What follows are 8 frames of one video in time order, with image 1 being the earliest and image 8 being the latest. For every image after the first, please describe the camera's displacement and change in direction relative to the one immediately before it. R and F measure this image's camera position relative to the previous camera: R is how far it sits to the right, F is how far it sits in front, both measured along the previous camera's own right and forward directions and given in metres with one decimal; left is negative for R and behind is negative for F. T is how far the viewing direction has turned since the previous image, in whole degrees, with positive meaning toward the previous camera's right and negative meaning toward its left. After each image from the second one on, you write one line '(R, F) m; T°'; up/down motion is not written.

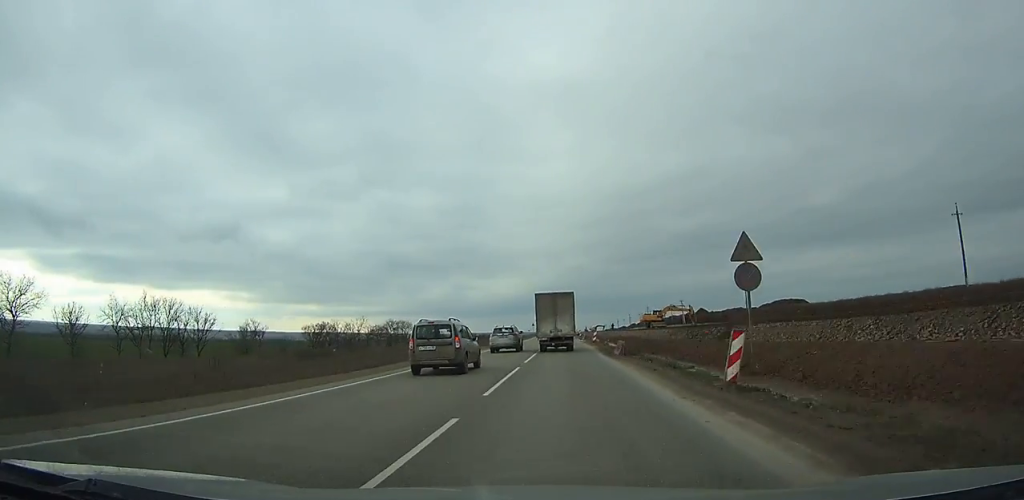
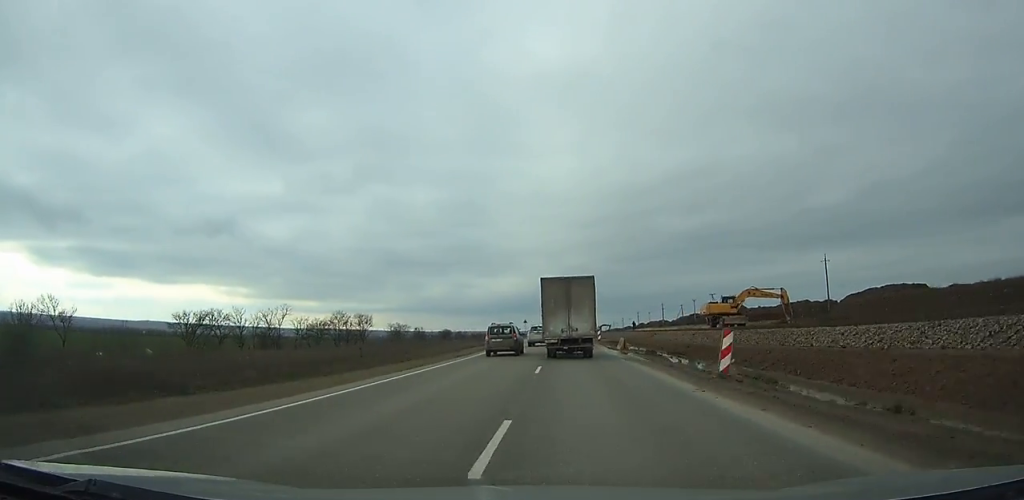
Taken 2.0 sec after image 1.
(+0.2, +40.9) m; 0°
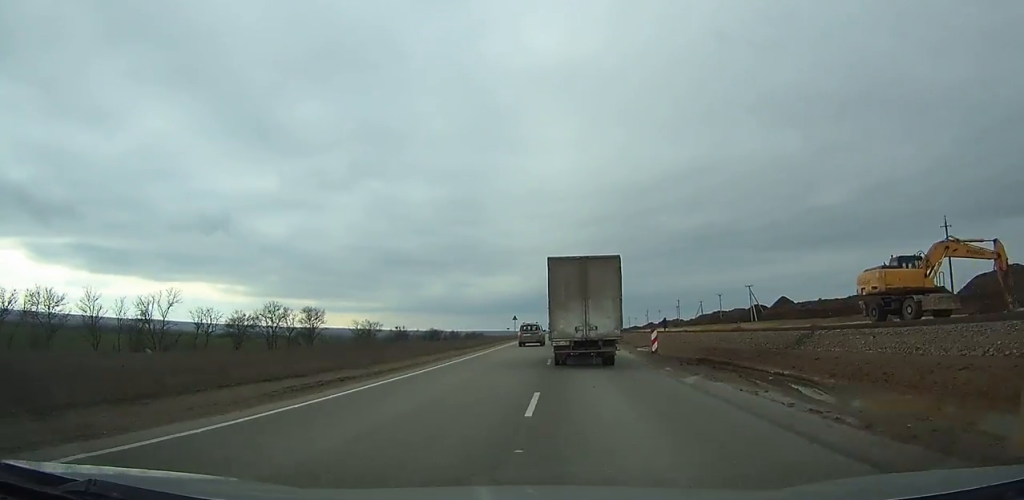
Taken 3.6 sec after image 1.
(0.0, +32.9) m; 0°
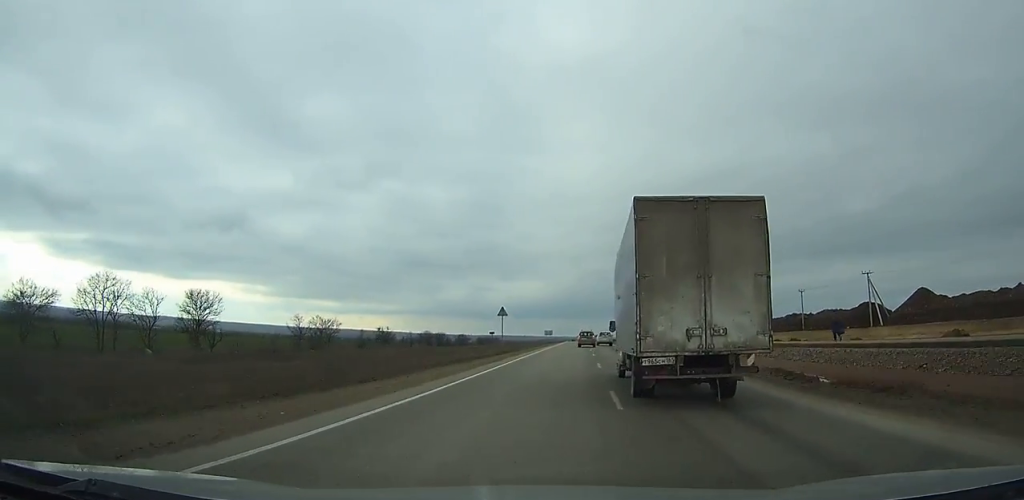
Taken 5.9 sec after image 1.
(-0.2, +49.3) m; +1°
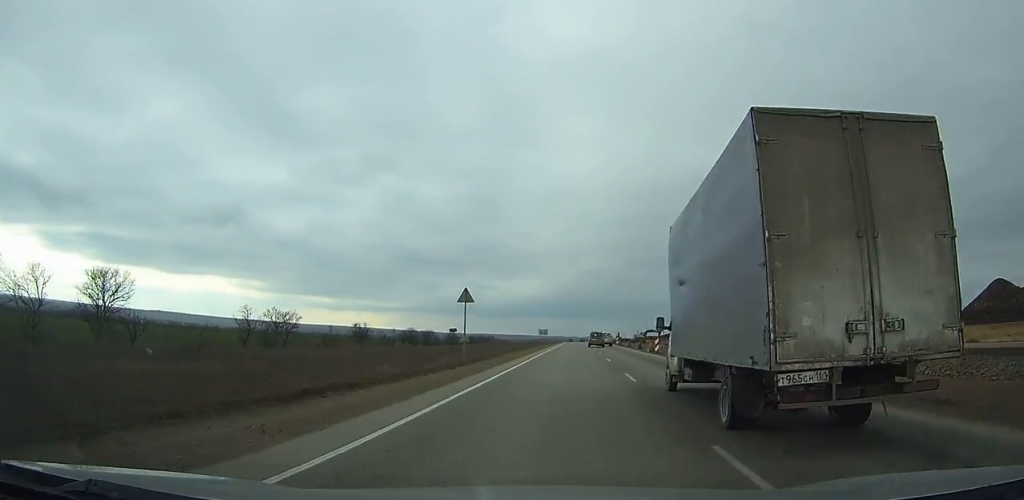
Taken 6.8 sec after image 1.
(+0.2, +19.2) m; +1°
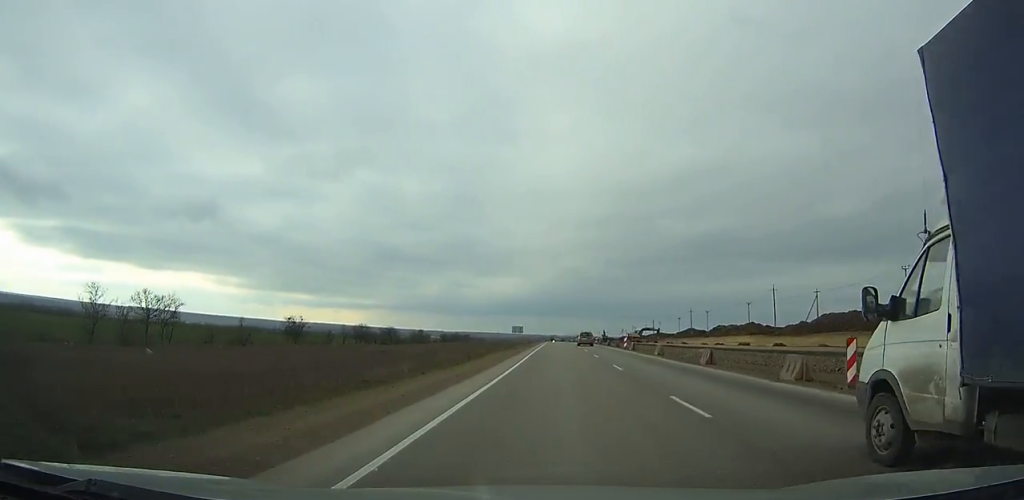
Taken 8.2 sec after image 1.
(+0.3, +31.3) m; +1°
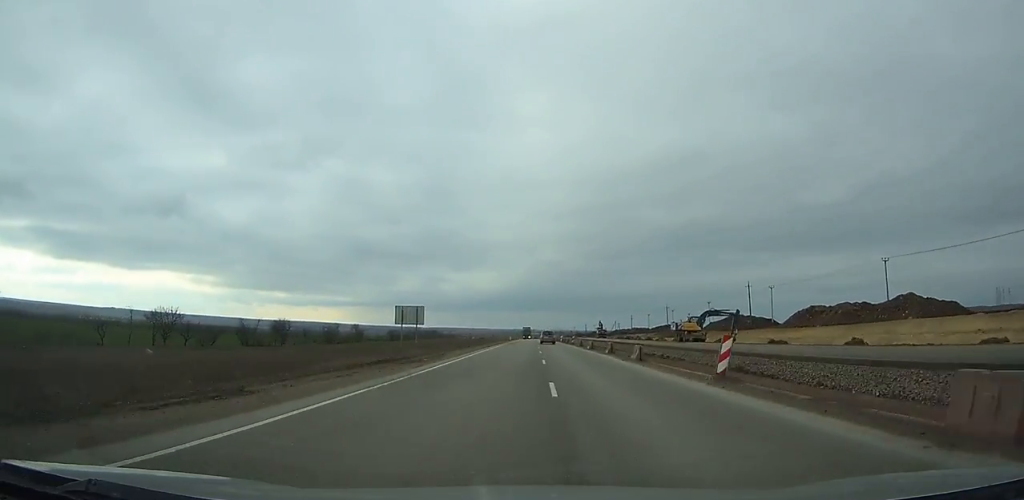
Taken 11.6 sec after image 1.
(+0.6, +80.3) m; 0°
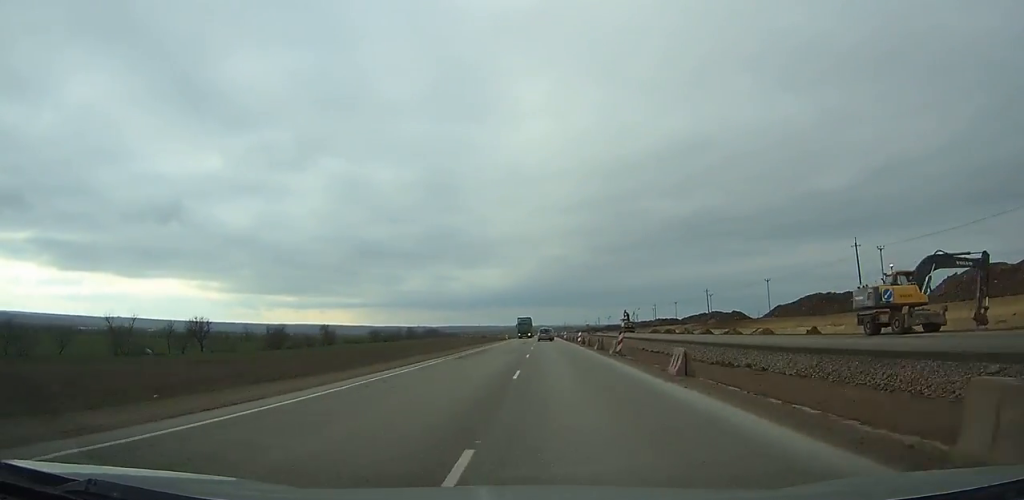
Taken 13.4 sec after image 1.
(-0.3, +43.8) m; -1°
